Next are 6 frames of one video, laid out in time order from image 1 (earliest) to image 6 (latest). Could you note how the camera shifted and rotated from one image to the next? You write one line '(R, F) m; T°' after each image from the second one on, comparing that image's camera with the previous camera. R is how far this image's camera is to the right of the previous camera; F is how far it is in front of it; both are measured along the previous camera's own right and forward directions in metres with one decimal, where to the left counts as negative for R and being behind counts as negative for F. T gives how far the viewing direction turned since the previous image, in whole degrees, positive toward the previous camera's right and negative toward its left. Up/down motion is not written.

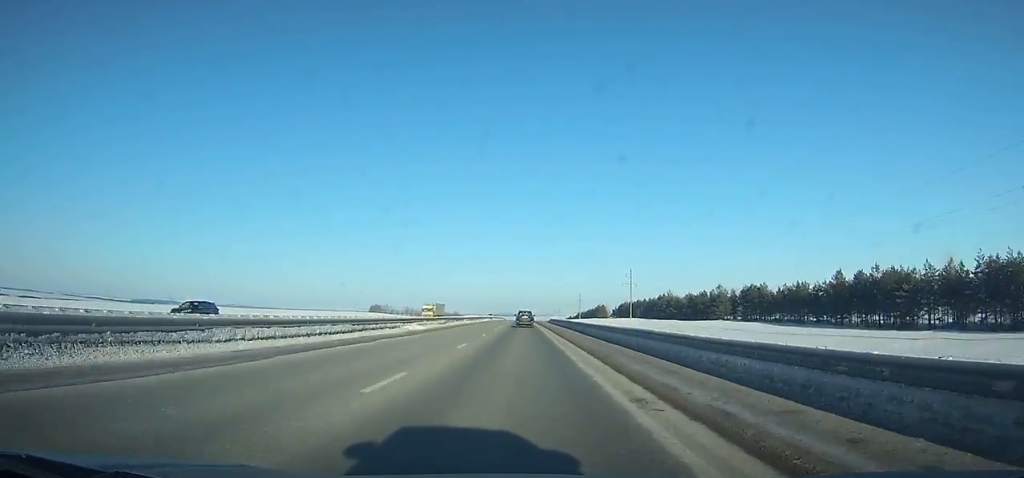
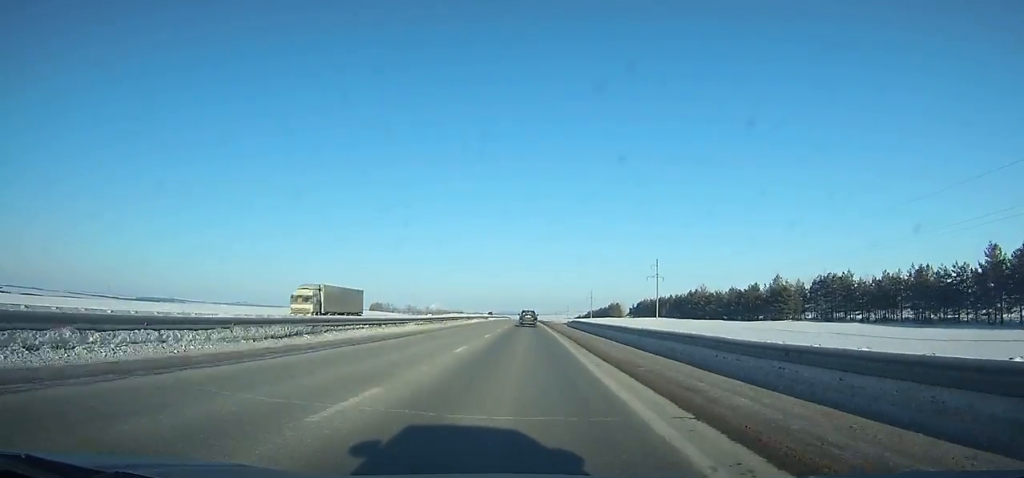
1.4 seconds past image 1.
(-0.3, +37.9) m; 0°
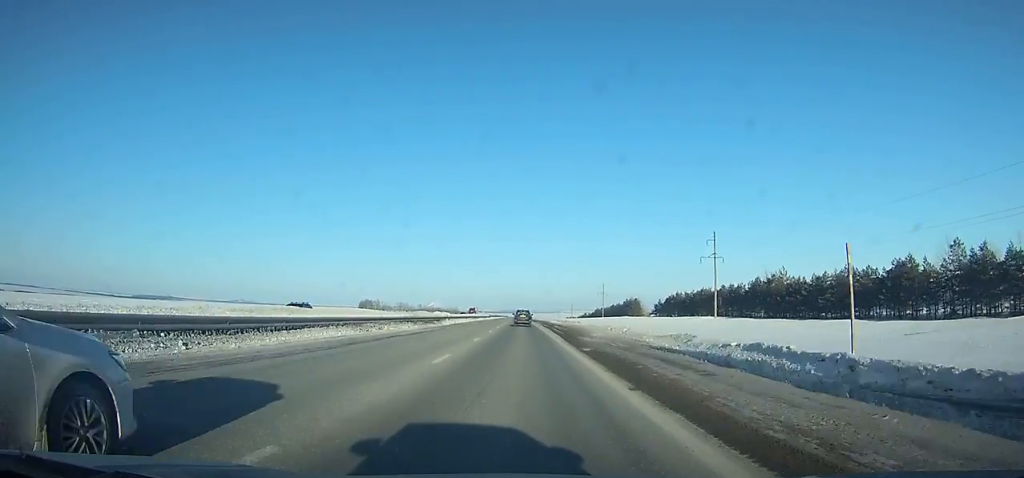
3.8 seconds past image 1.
(-0.3, +64.6) m; 0°
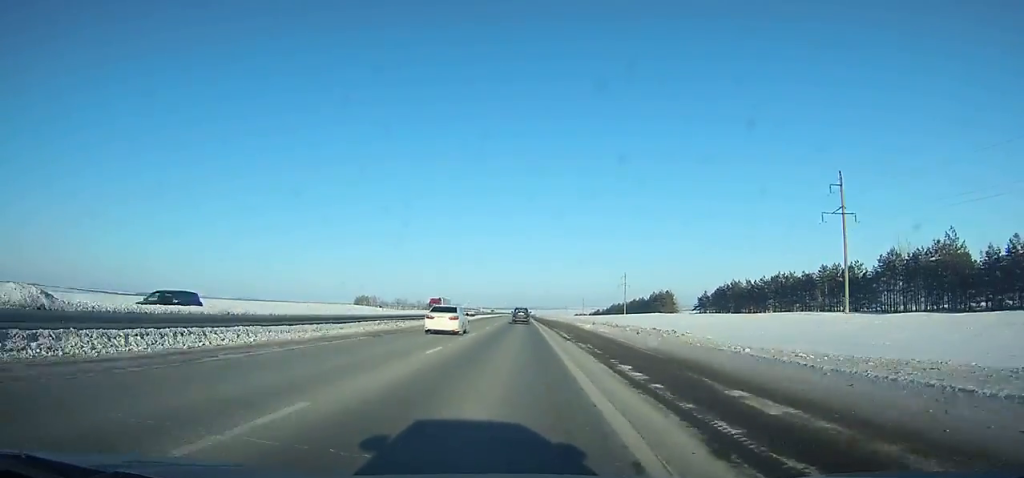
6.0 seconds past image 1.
(-0.1, +58.9) m; 0°
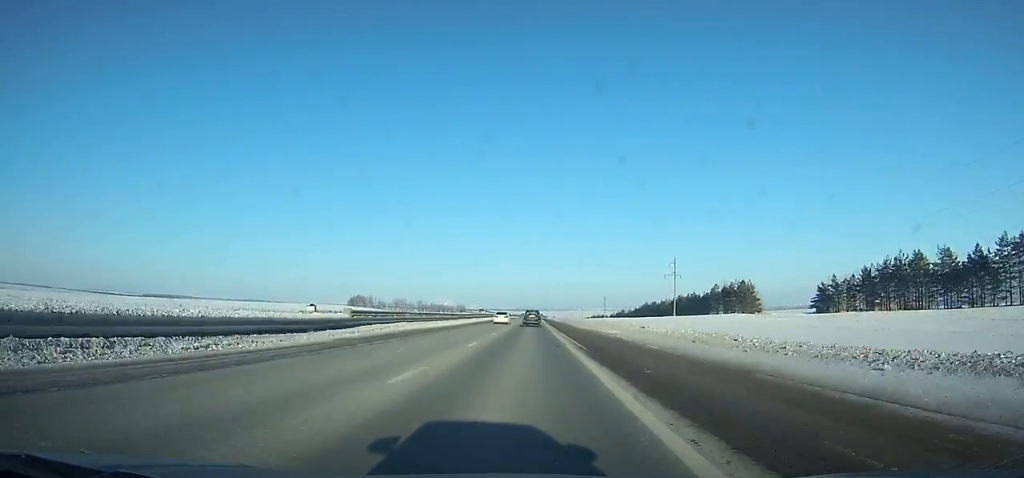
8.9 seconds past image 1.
(-0.4, +77.3) m; -1°
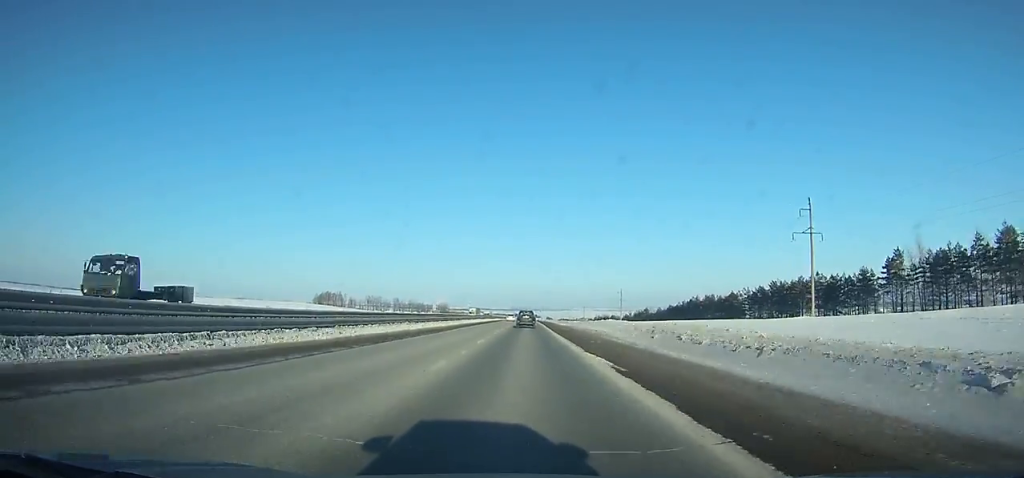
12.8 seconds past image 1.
(-0.2, +103.4) m; 0°
